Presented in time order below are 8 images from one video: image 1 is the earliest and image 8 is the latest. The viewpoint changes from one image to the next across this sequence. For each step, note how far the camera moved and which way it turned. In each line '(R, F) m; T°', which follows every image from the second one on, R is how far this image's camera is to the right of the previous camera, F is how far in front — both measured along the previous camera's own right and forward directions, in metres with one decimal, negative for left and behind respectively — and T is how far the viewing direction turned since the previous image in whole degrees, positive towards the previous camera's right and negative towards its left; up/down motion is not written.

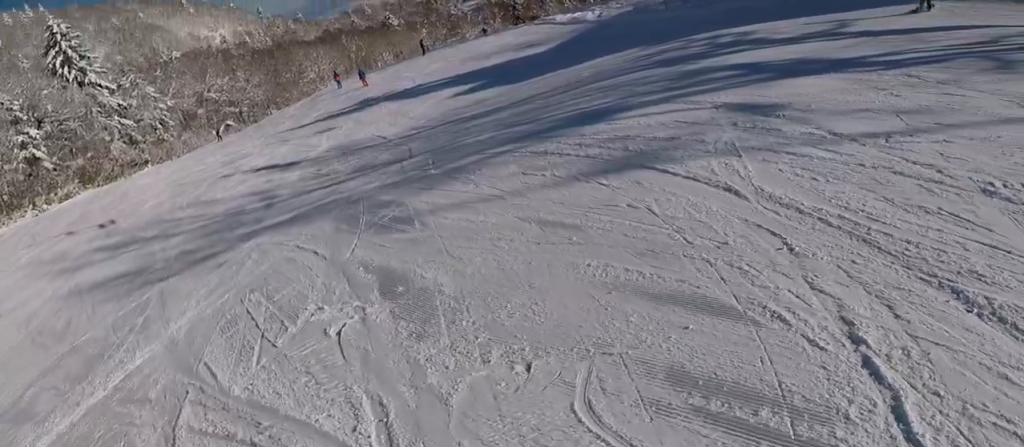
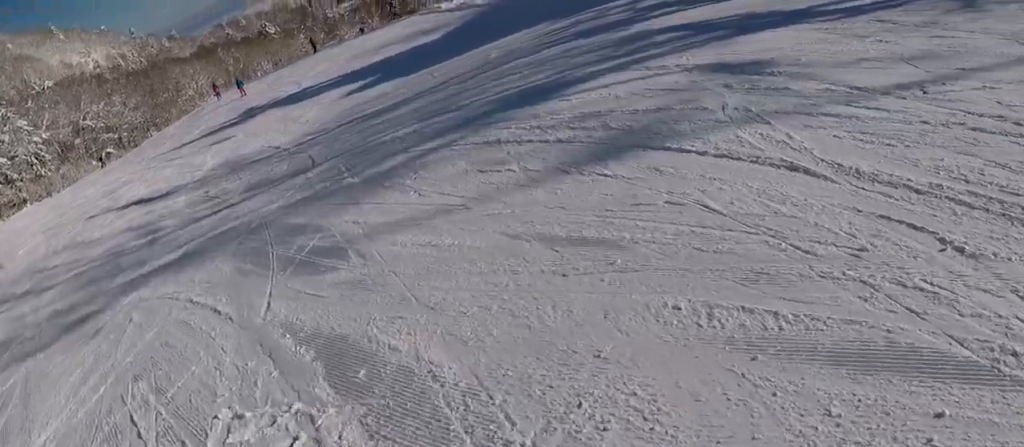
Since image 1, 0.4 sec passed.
(+0.4, +2.4) m; +5°
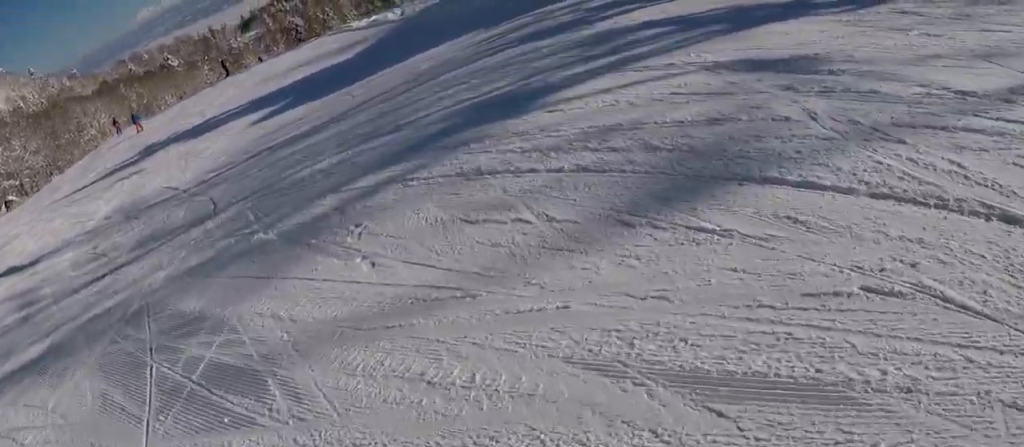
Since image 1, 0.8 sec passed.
(+0.2, +2.5) m; +5°
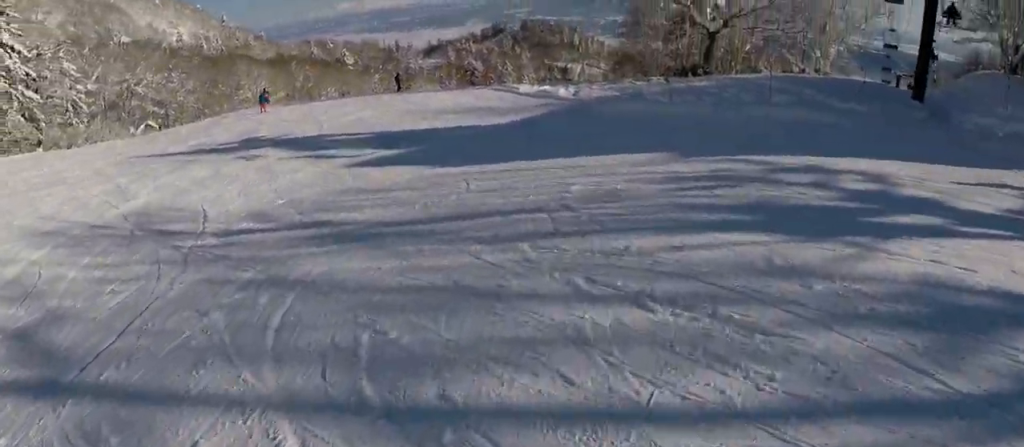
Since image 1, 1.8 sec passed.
(+0.3, +6.2) m; -9°
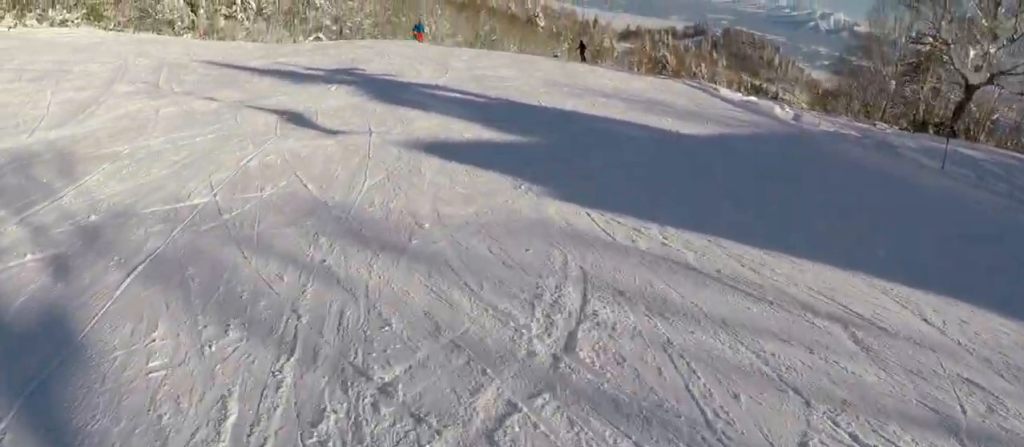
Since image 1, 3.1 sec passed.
(-2.0, +8.3) m; -26°
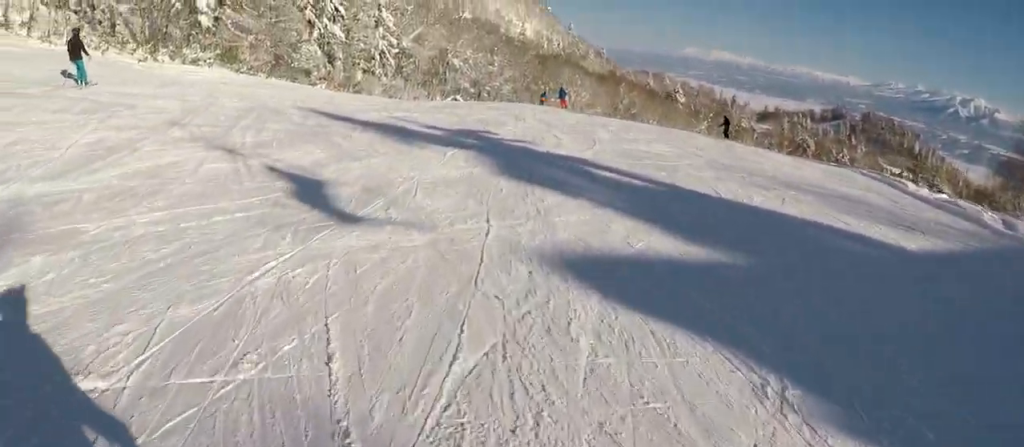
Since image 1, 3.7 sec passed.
(-0.2, +3.9) m; -16°
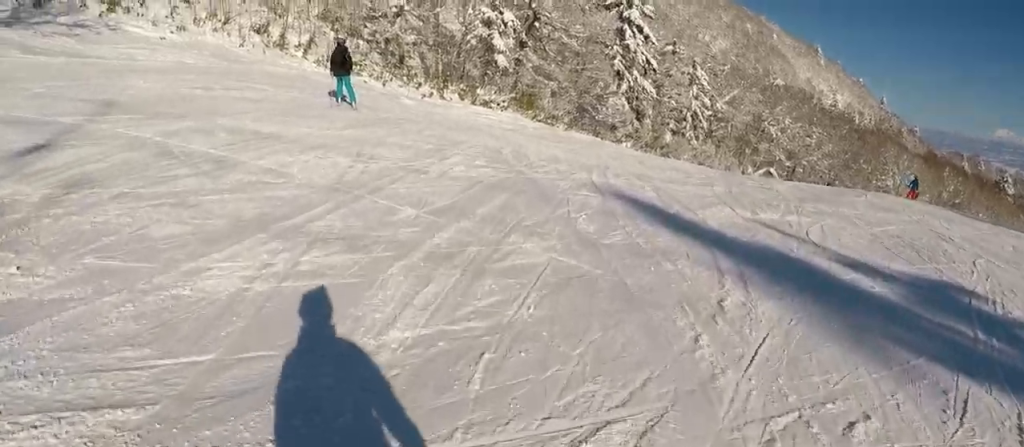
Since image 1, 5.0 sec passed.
(-2.4, +7.7) m; -6°
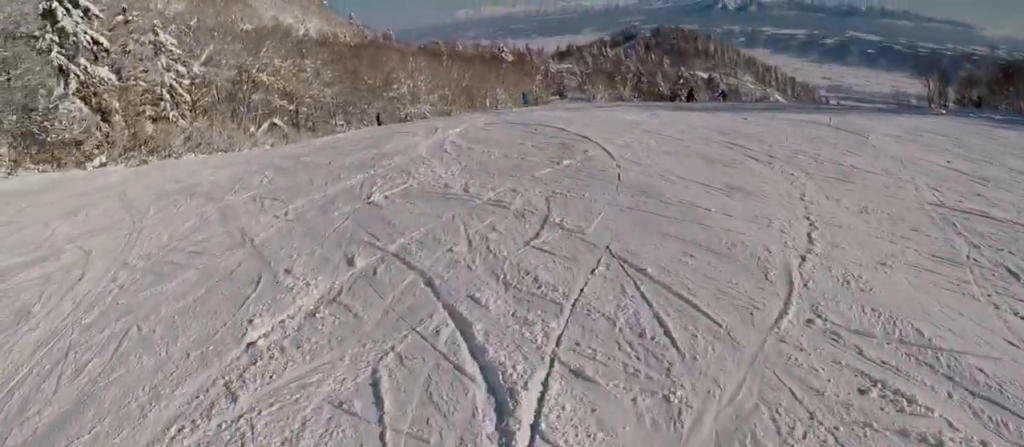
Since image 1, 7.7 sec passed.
(+5.6, +13.1) m; +21°
